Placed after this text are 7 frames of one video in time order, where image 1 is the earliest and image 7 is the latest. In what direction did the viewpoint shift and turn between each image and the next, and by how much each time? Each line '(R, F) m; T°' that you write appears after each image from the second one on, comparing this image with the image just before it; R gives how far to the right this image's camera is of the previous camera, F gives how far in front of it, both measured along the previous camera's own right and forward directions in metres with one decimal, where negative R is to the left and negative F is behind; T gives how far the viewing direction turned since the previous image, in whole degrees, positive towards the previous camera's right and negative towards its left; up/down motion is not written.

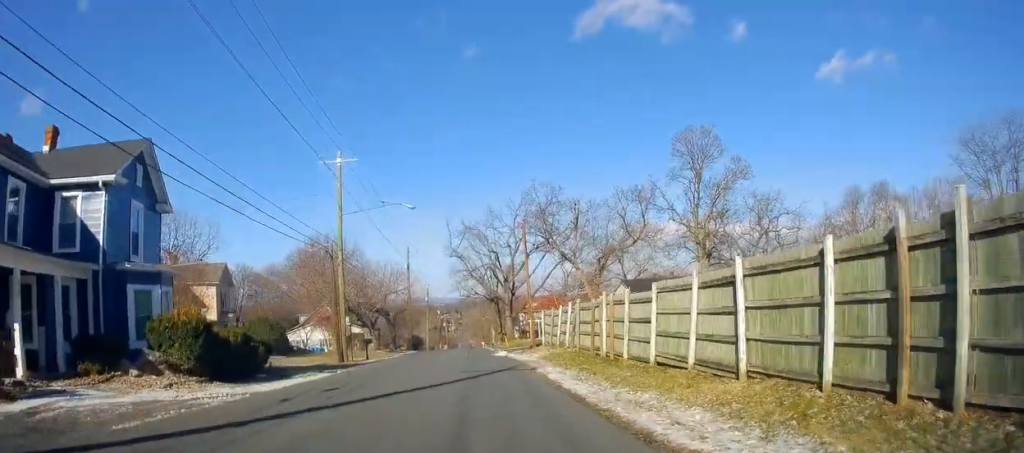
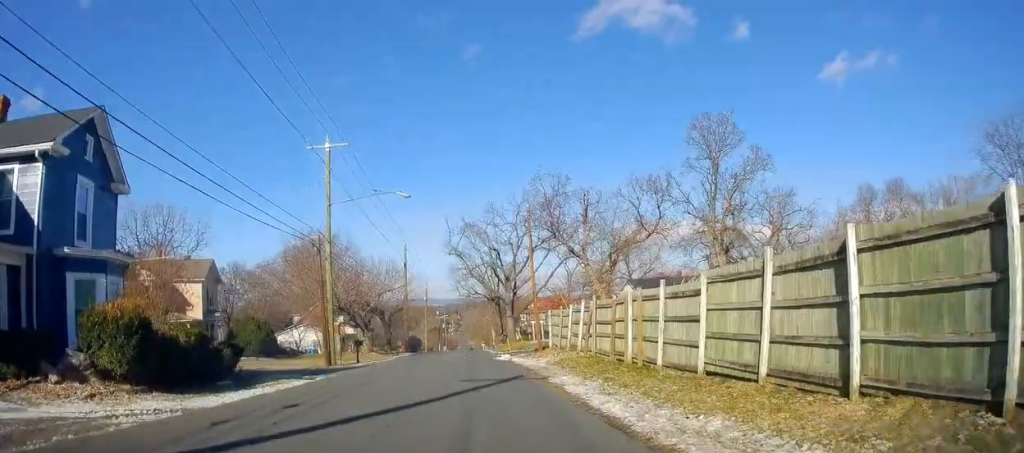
(0.0, +3.1) m; 0°
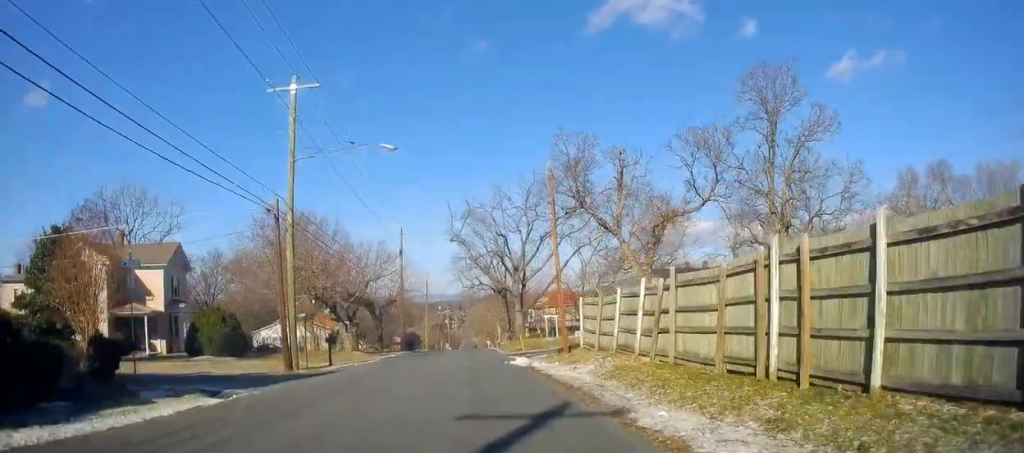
(-0.1, +7.3) m; 0°
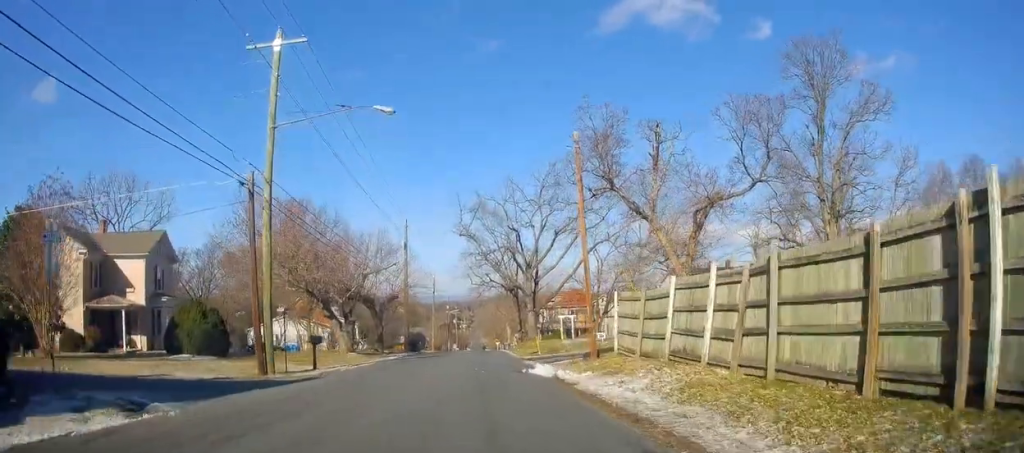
(0.0, +3.9) m; -1°
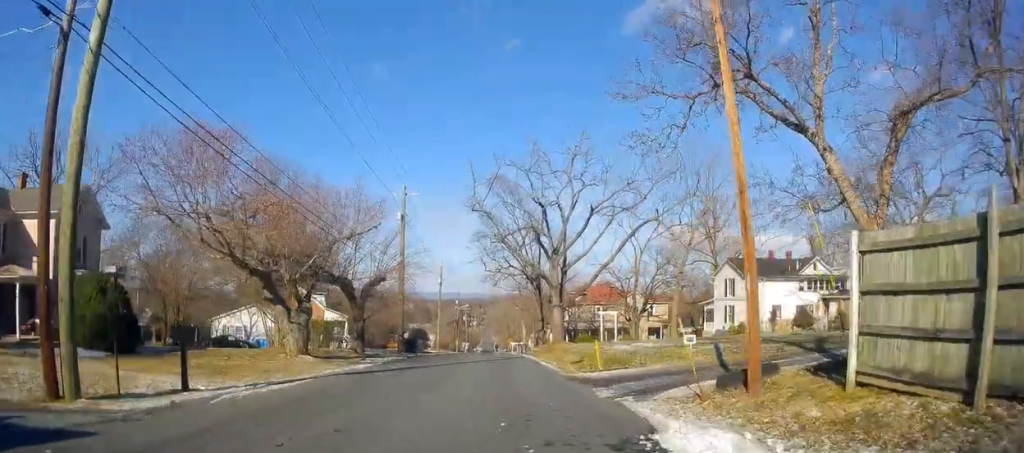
(-0.5, +11.3) m; -3°
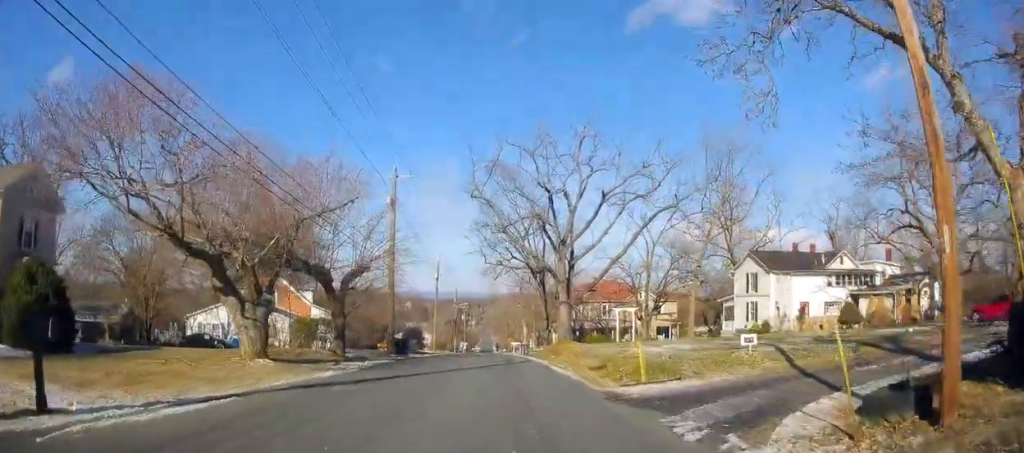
(0.0, +4.7) m; +2°
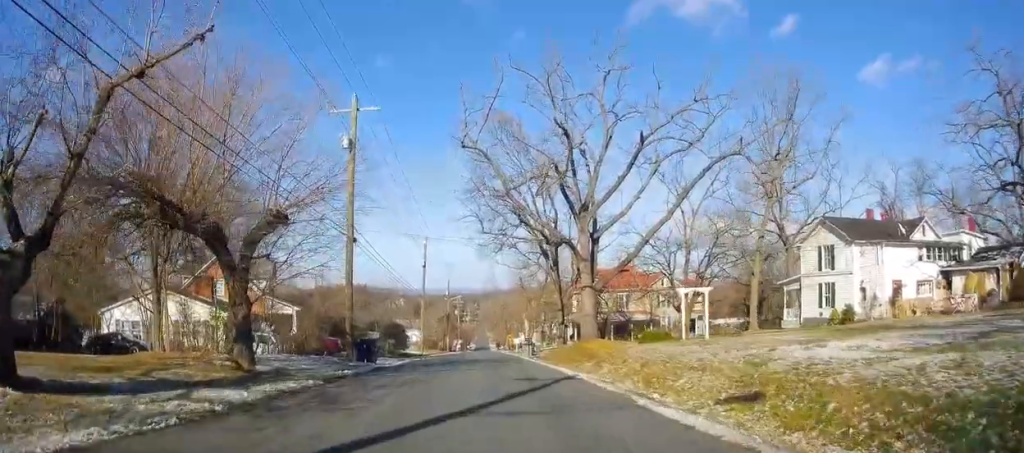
(+0.1, +11.9) m; 0°
